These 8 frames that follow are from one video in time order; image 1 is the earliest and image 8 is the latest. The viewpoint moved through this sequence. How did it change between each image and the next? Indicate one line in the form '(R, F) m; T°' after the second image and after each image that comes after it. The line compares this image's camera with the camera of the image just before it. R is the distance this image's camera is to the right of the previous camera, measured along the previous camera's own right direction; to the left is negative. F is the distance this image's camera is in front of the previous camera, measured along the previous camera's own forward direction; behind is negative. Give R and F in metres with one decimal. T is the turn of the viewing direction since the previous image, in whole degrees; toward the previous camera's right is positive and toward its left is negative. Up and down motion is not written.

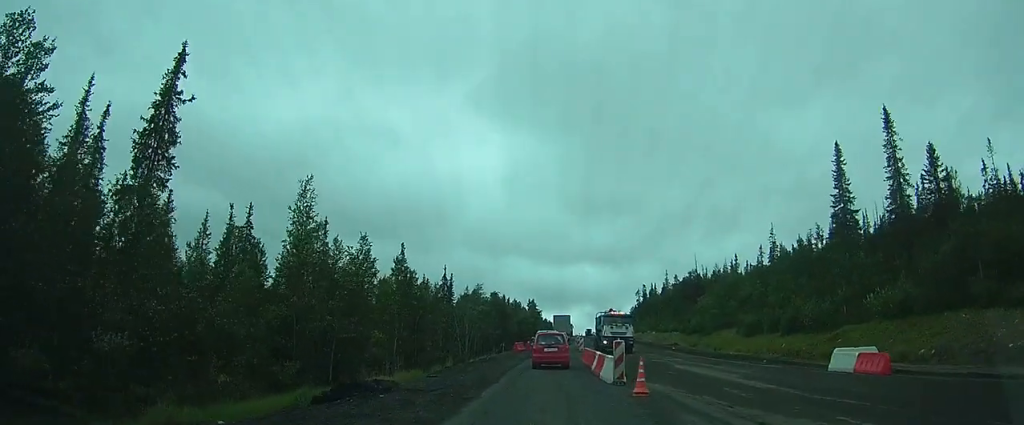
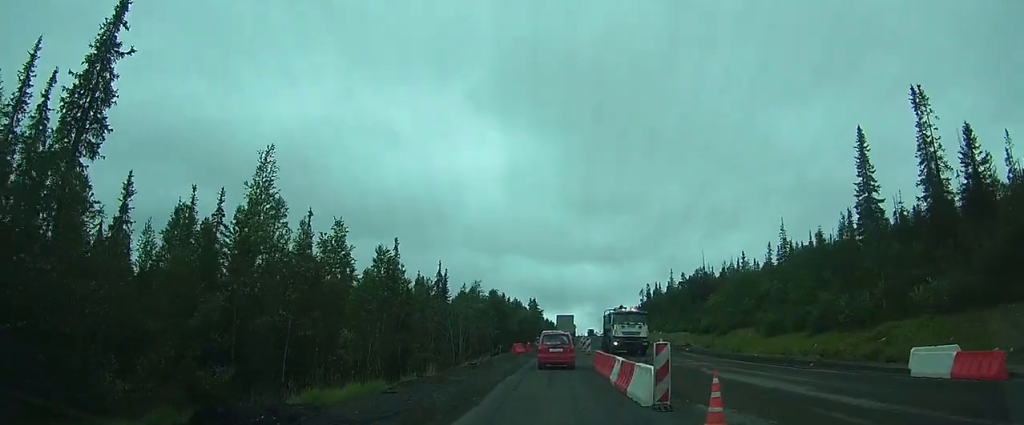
(0.0, +5.3) m; +1°
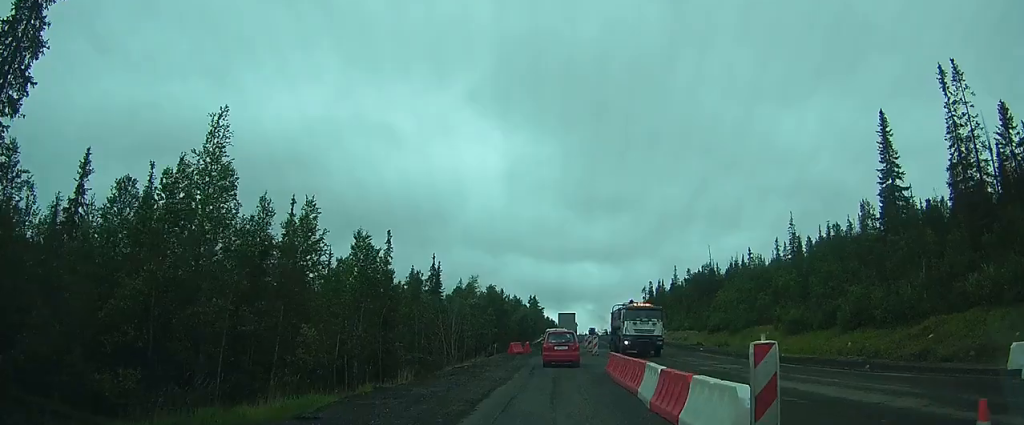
(+0.1, +4.6) m; +1°
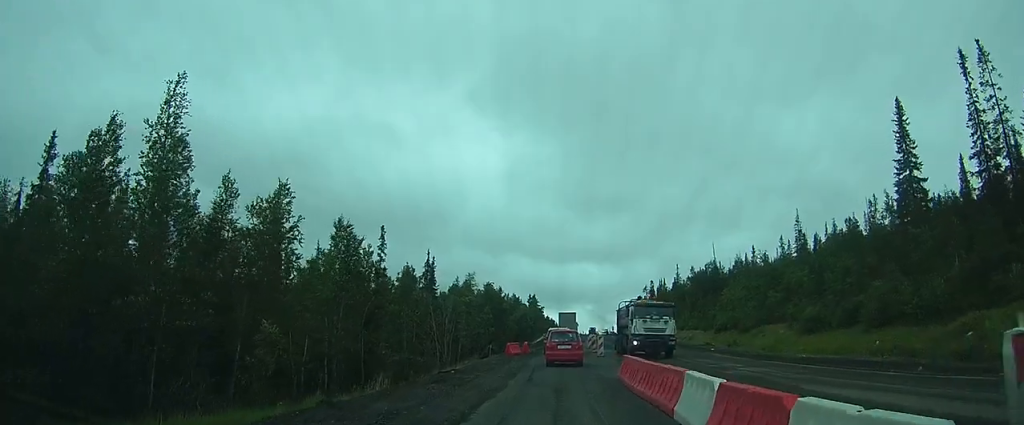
(0.0, +3.1) m; 0°
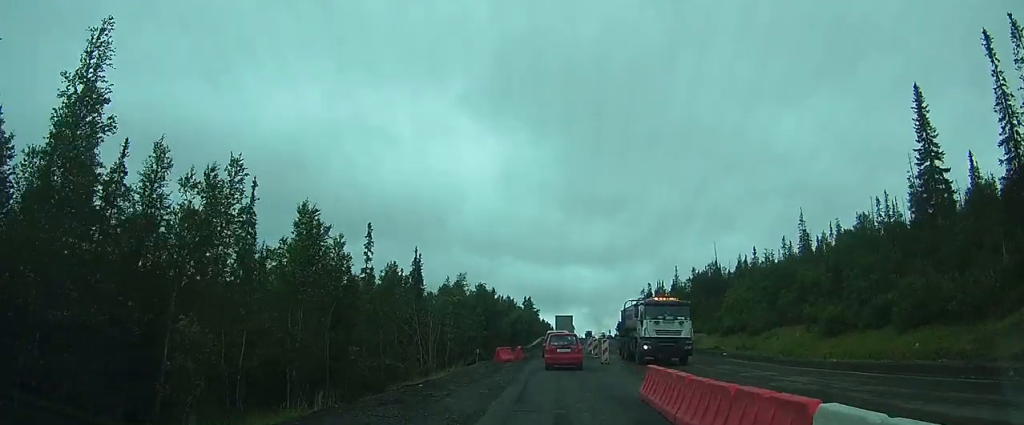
(+0.1, +4.1) m; -1°
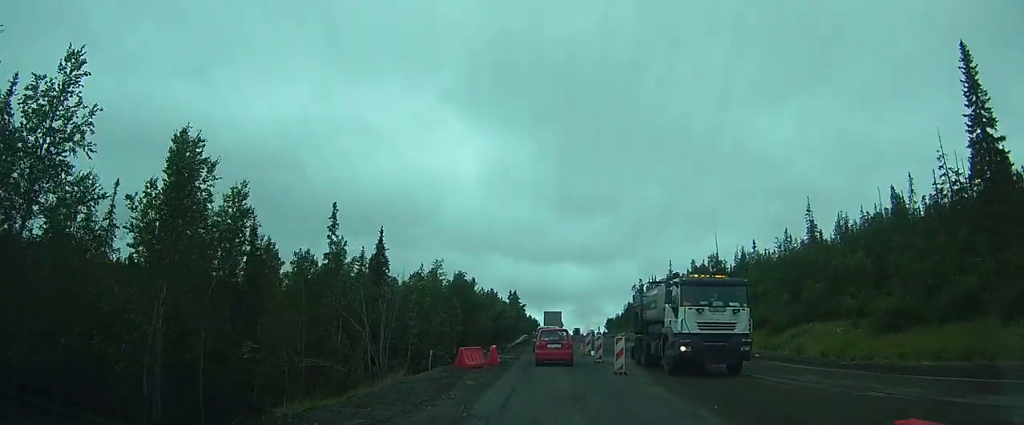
(-0.2, +8.6) m; -1°
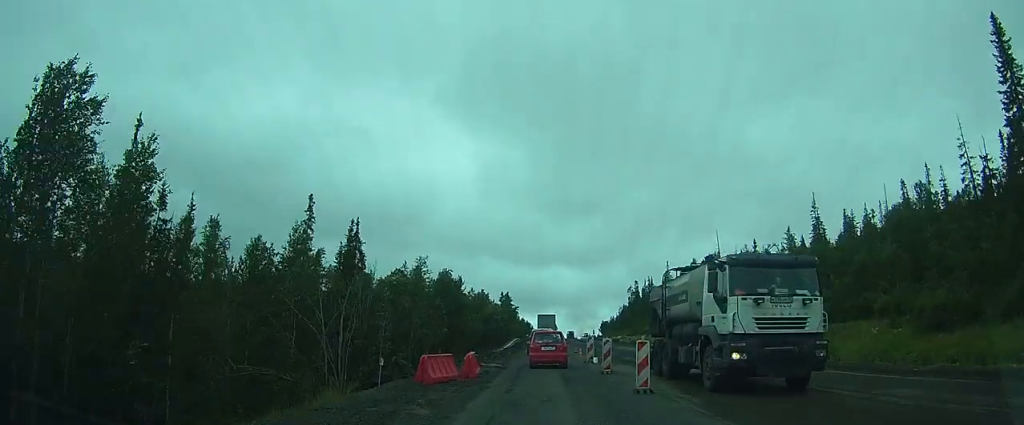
(+0.1, +5.0) m; +1°
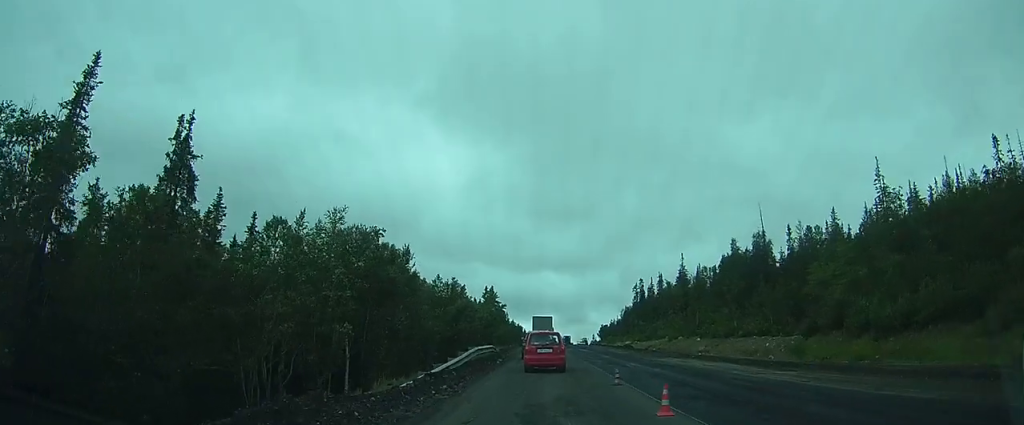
(-1.3, +22.6) m; +1°
